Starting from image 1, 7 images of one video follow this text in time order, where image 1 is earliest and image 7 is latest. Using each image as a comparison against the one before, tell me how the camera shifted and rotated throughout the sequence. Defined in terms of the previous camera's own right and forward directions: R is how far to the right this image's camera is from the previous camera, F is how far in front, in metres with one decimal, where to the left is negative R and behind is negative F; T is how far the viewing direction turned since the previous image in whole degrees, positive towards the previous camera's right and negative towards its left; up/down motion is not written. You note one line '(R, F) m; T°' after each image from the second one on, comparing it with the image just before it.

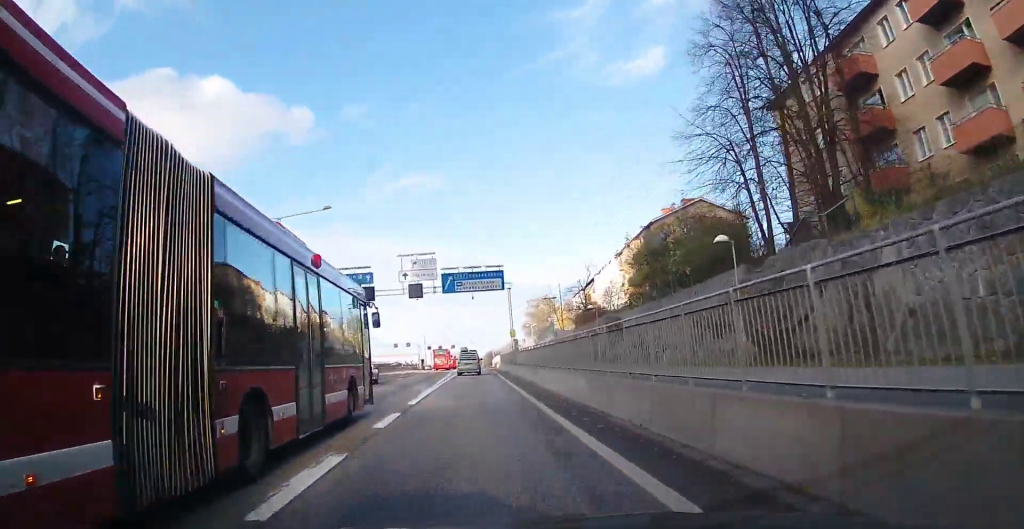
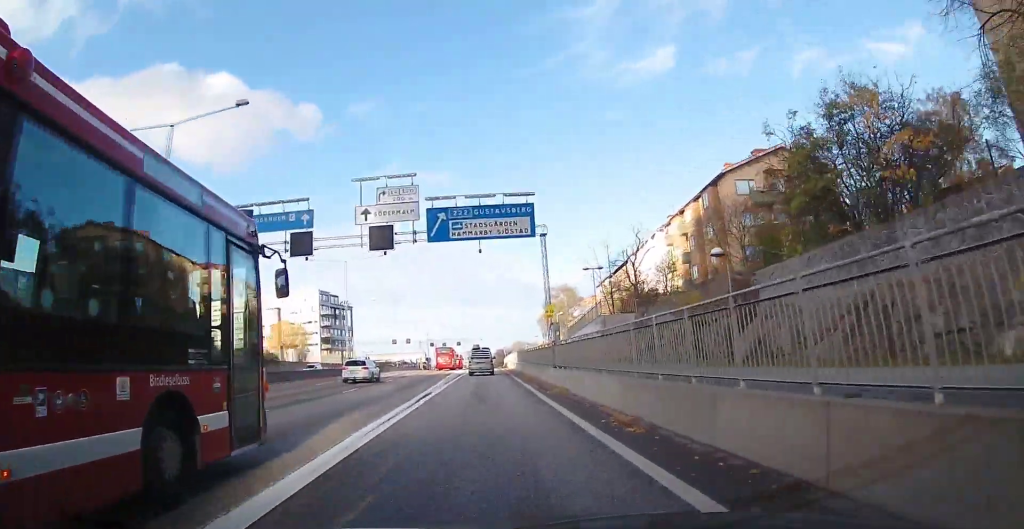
(-0.1, +18.9) m; +1°
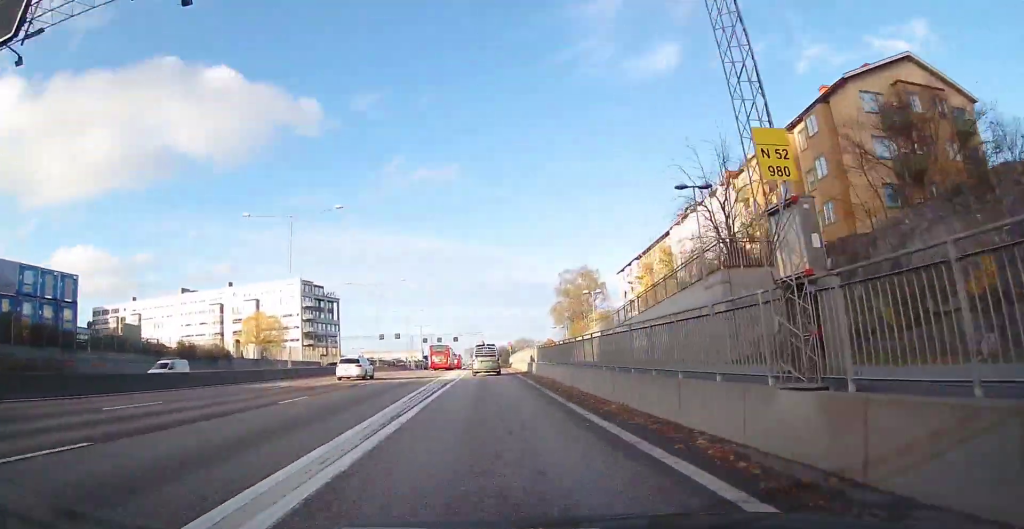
(+0.5, +20.0) m; 0°
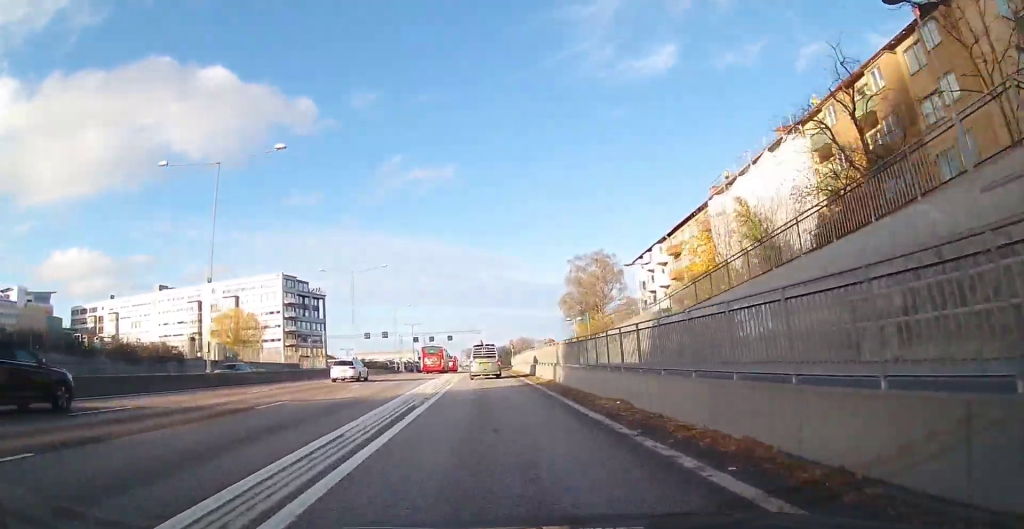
(-0.3, +13.4) m; -1°
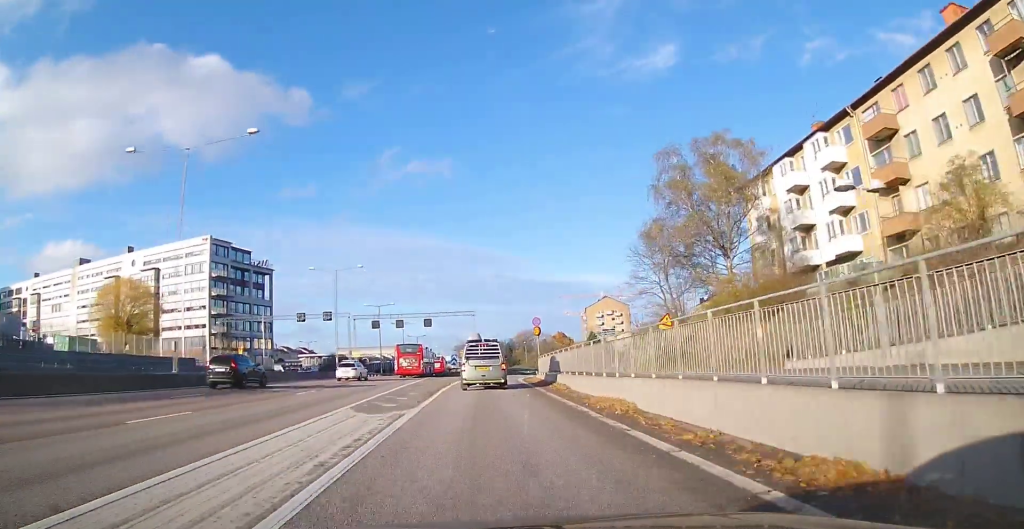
(+1.3, +41.3) m; +4°
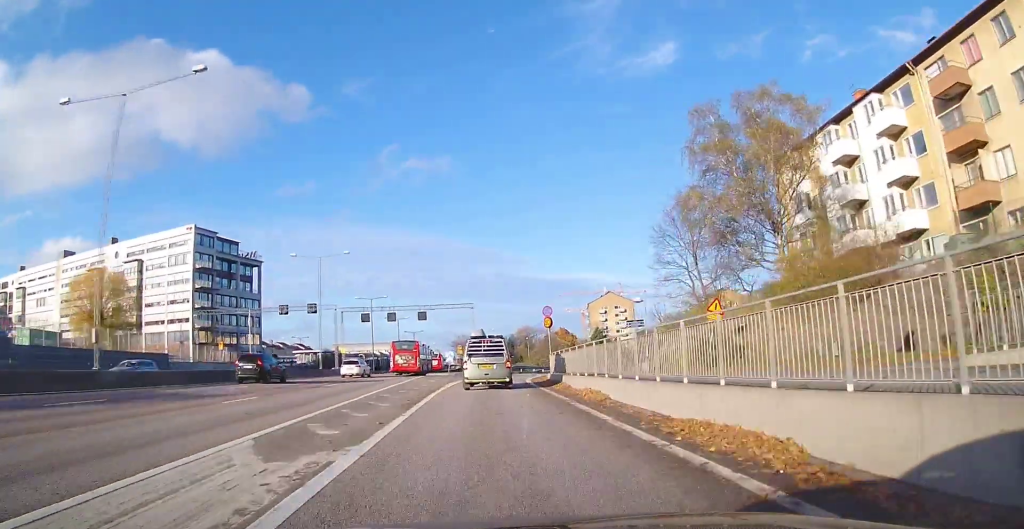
(-0.1, +6.6) m; 0°
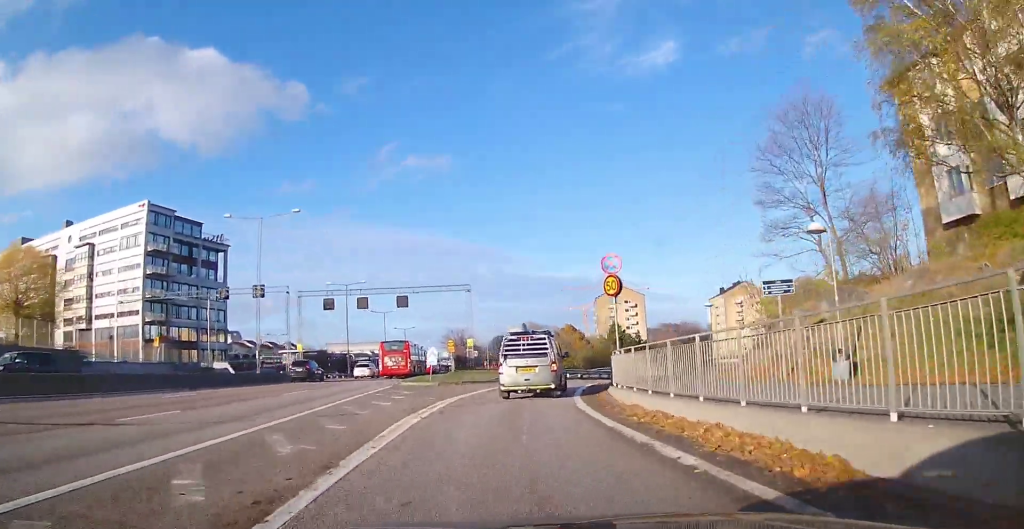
(-0.1, +16.5) m; 0°
